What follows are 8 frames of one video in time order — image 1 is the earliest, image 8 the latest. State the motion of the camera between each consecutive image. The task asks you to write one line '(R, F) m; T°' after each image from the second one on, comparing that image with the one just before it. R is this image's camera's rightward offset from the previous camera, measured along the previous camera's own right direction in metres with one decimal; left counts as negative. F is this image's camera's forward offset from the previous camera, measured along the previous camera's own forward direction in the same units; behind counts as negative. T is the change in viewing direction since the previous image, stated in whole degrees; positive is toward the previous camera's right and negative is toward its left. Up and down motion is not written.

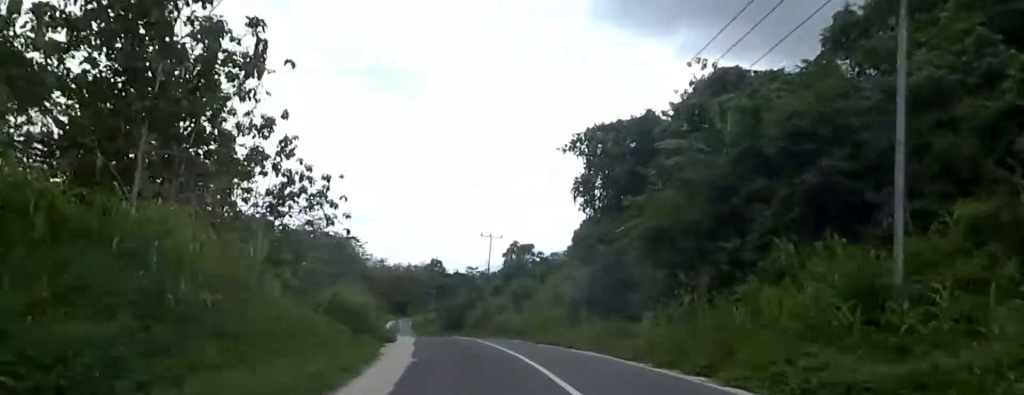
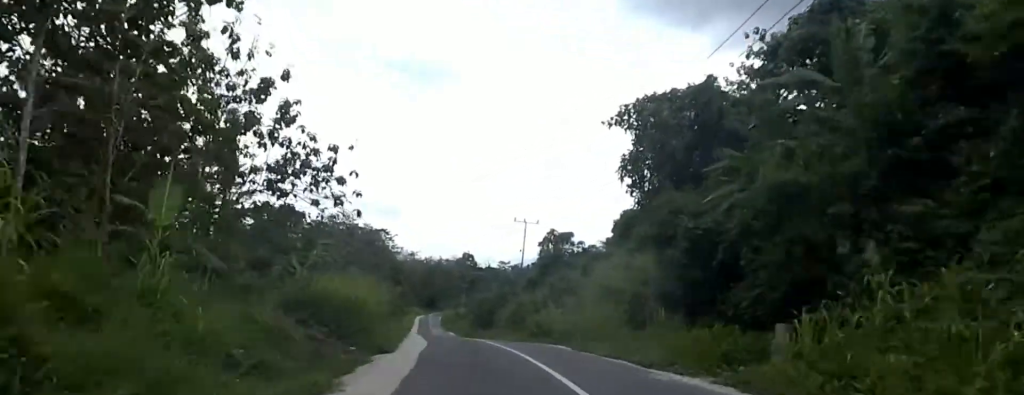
(0.0, +6.8) m; 0°
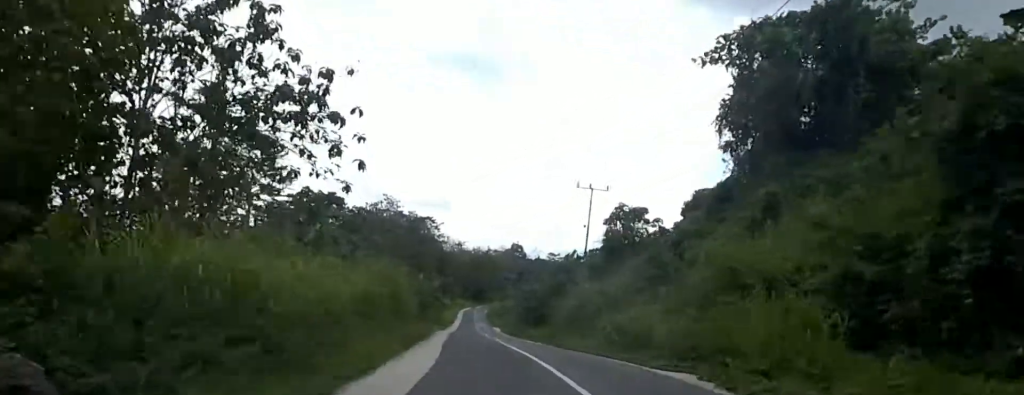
(0.0, +11.4) m; -1°
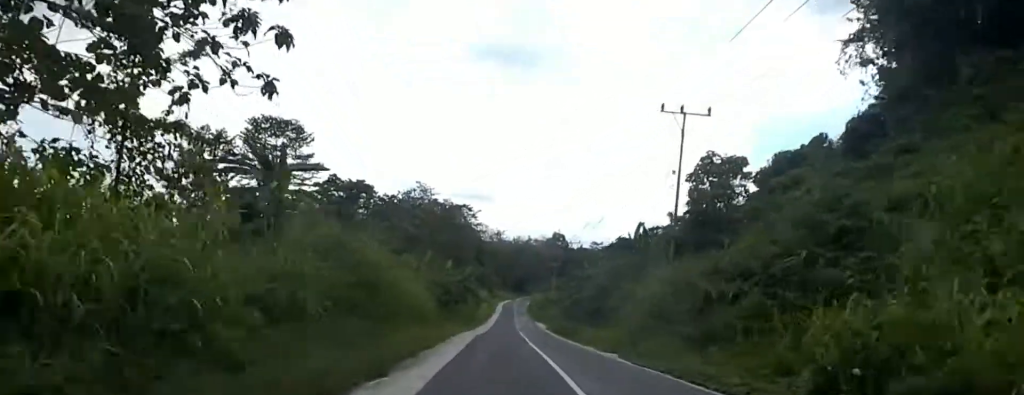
(-0.3, +13.0) m; -5°
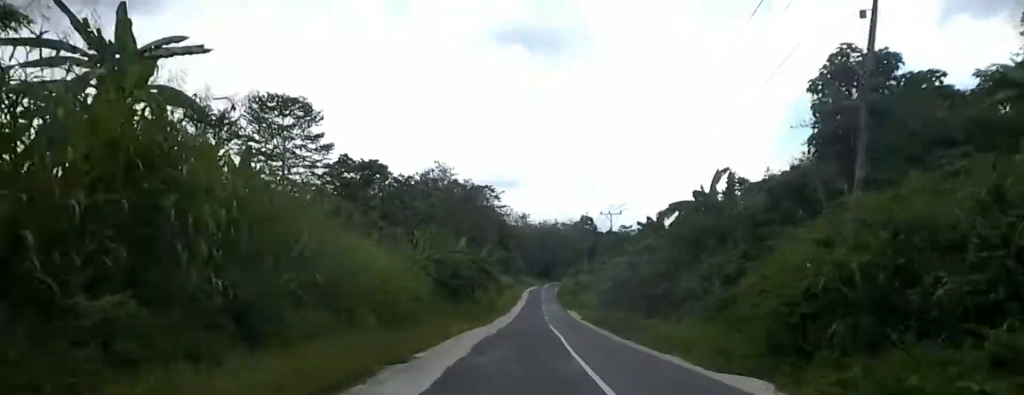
(-0.7, +11.9) m; -4°
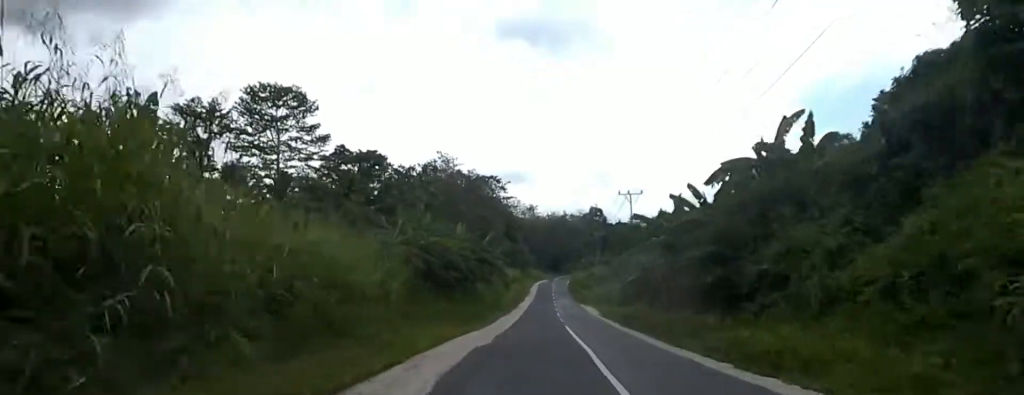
(-0.4, +7.1) m; 0°
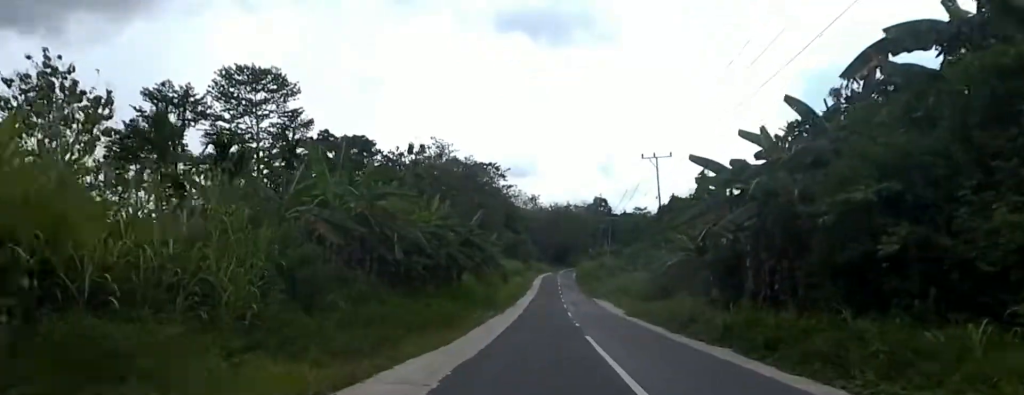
(+0.5, +10.8) m; -2°
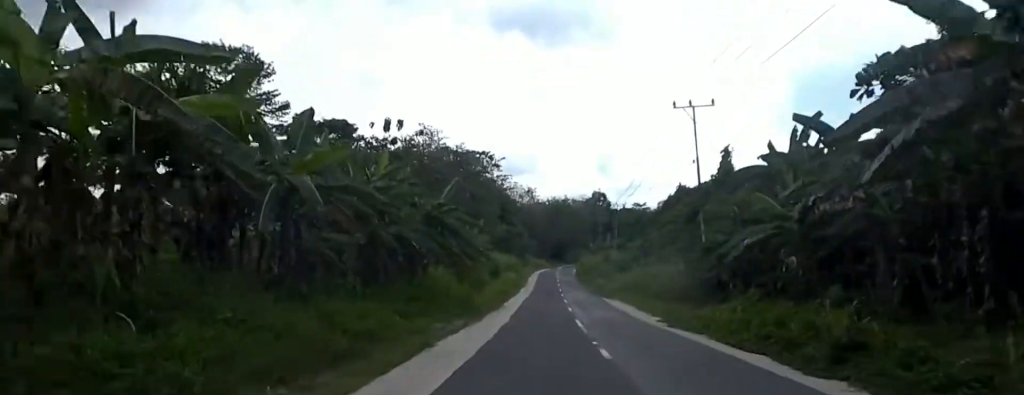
(-0.7, +10.6) m; -1°
